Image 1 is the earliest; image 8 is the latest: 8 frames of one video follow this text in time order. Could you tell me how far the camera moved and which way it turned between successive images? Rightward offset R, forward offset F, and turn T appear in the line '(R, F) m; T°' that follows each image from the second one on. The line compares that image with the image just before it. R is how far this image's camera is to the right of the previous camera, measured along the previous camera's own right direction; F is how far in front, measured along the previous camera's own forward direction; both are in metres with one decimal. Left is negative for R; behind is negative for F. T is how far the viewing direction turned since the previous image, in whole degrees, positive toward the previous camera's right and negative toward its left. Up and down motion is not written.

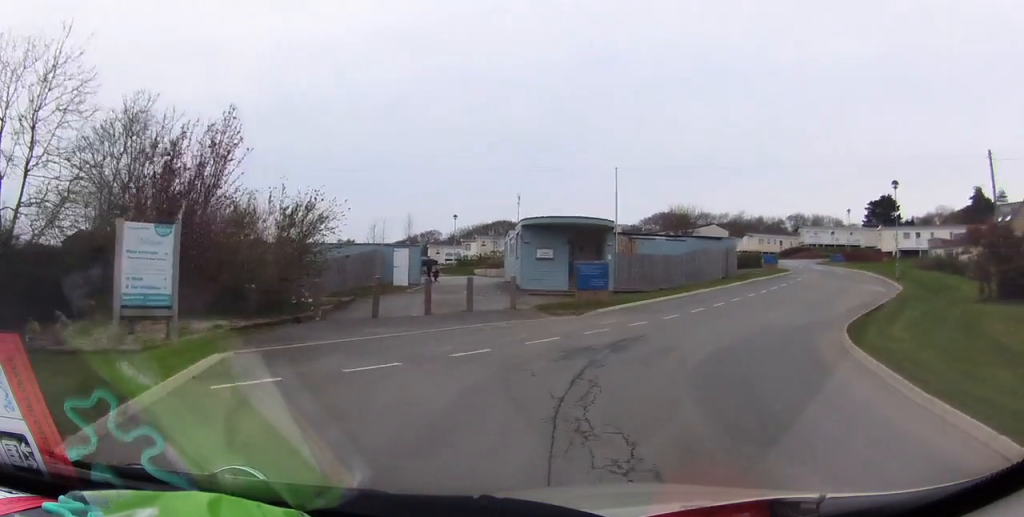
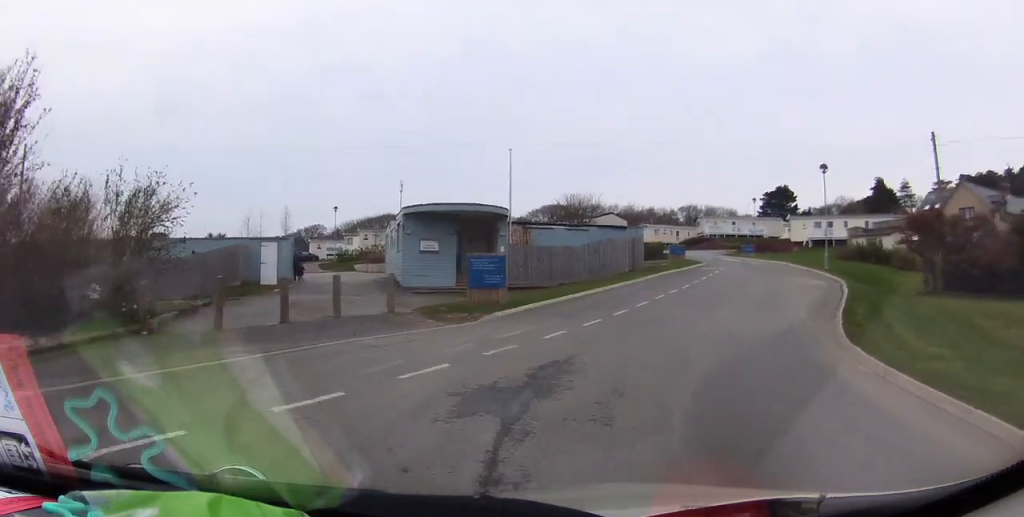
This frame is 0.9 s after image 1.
(+1.4, +4.0) m; +26°
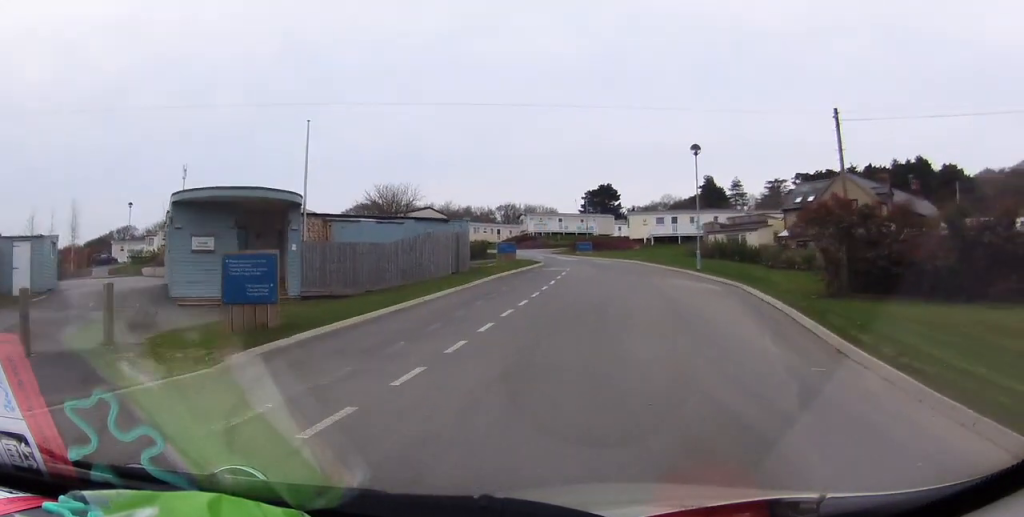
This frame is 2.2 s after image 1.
(+1.5, +6.7) m; +17°
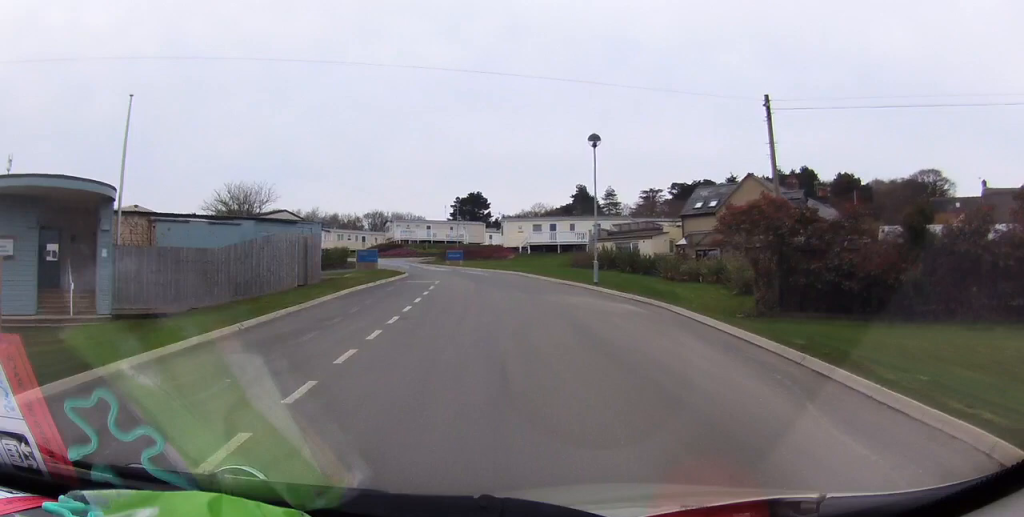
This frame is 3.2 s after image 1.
(+0.1, +5.3) m; +5°
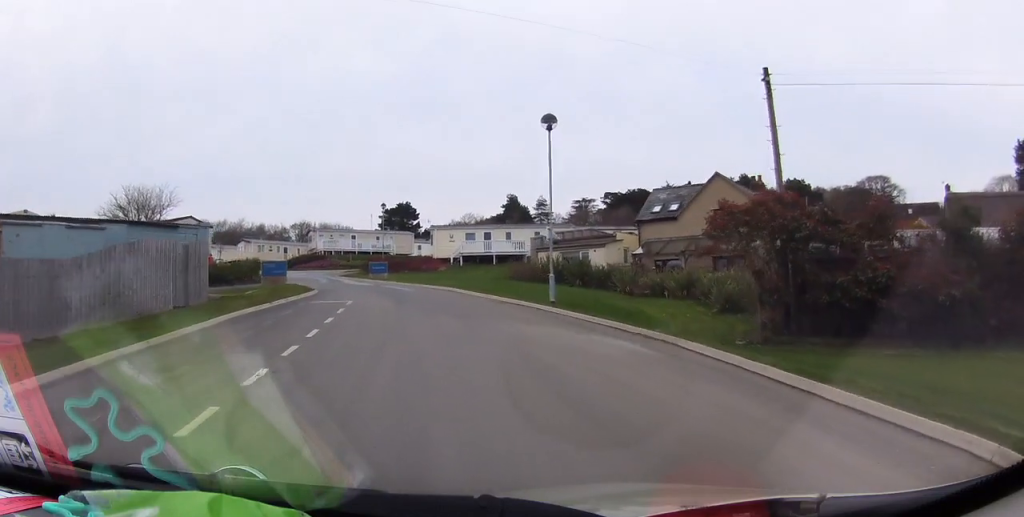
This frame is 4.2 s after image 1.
(+0.4, +5.4) m; +11°
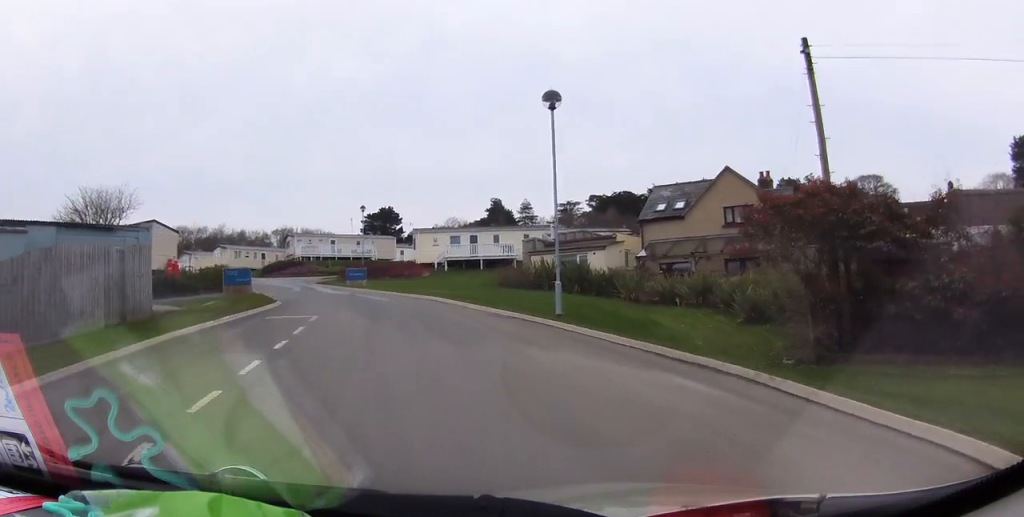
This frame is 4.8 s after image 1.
(+0.4, +3.2) m; +4°
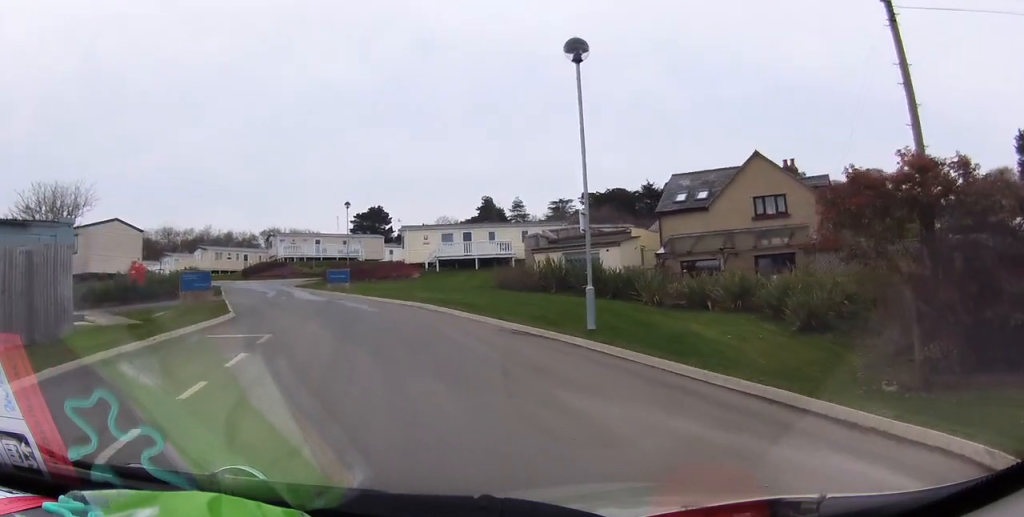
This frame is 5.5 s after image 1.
(+0.1, +3.7) m; +1°
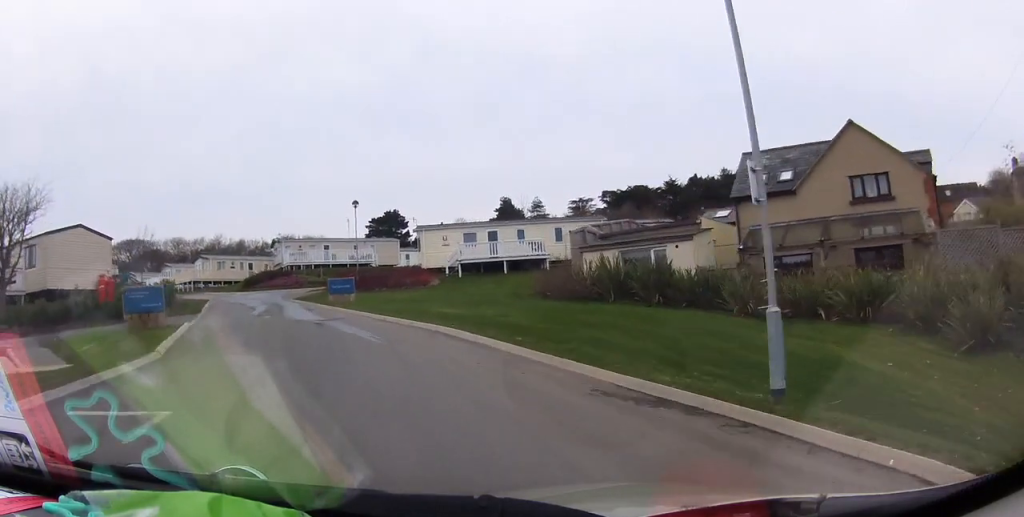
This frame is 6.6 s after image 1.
(-0.1, +5.5) m; -3°
